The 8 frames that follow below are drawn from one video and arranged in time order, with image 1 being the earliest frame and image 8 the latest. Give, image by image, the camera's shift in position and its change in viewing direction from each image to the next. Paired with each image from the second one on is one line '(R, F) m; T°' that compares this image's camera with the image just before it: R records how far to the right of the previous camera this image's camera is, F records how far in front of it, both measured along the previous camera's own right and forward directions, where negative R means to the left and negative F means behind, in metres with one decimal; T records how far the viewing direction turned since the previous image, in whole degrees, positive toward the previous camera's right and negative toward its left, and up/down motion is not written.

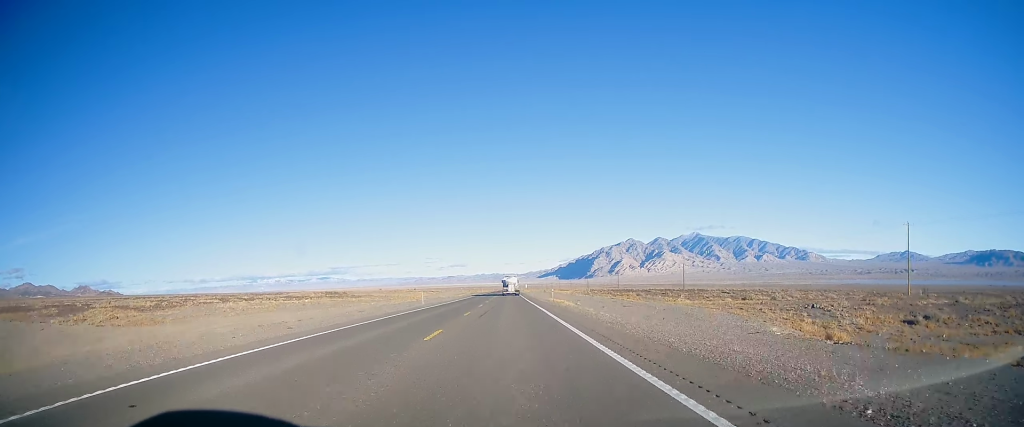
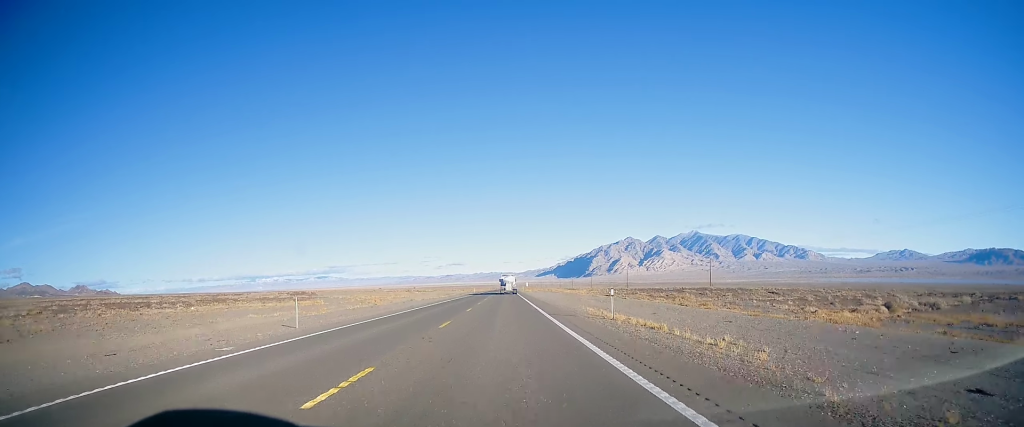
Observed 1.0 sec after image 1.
(+0.1, +31.8) m; 0°
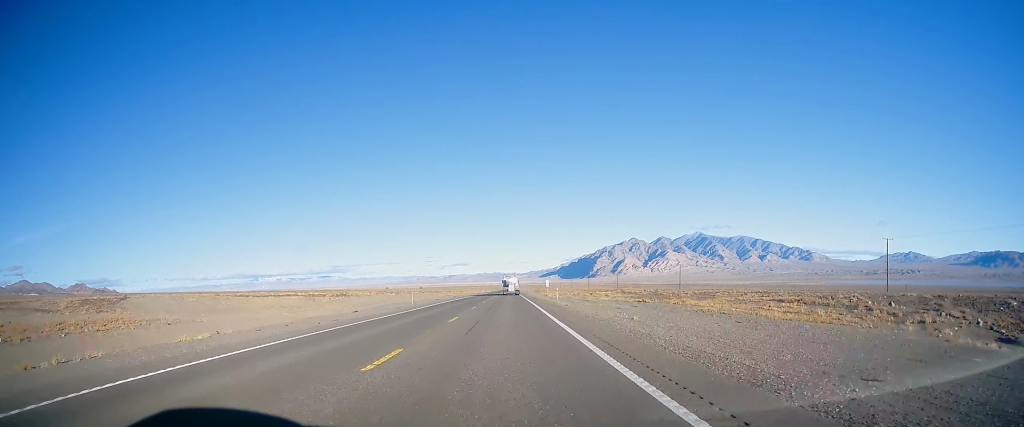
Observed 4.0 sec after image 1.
(0.0, +93.8) m; +1°
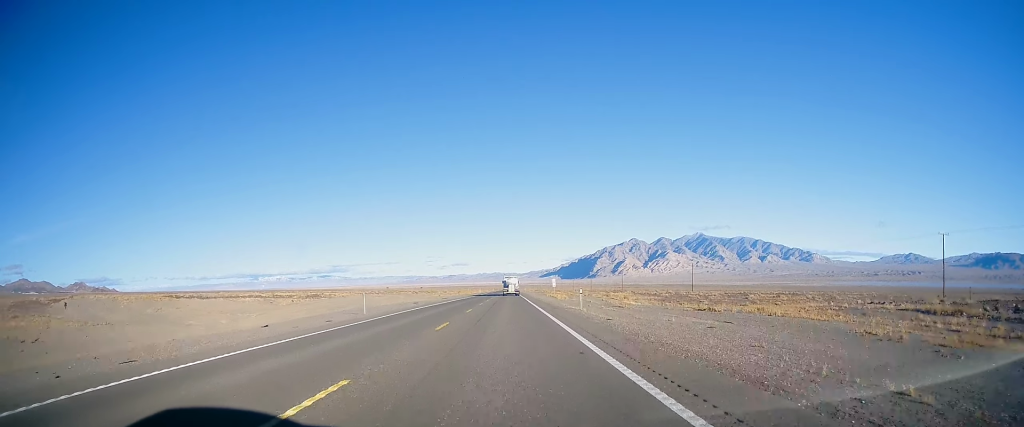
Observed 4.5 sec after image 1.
(+0.2, +15.9) m; 0°
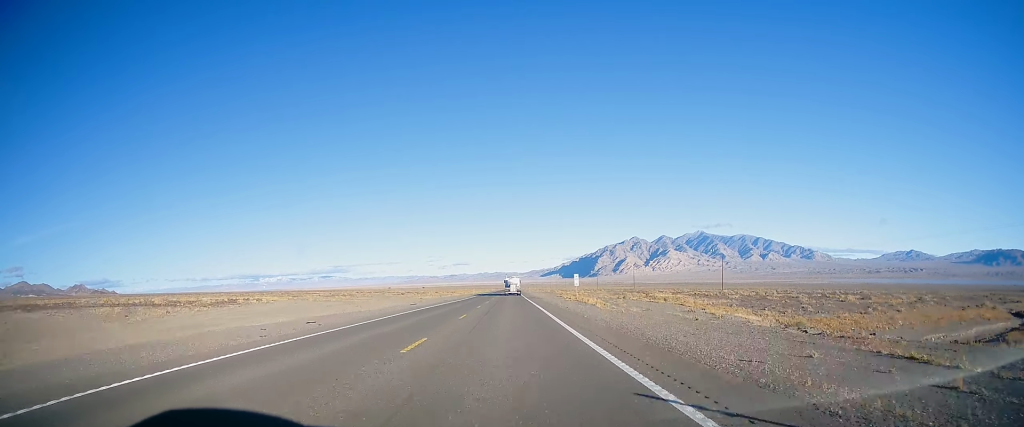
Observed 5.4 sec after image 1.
(-0.5, +30.0) m; -1°
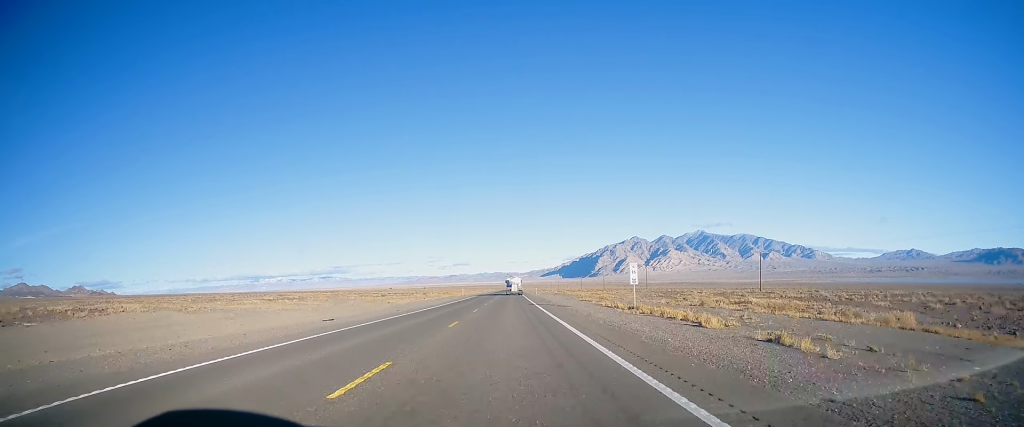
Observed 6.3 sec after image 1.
(-0.2, +28.6) m; 0°
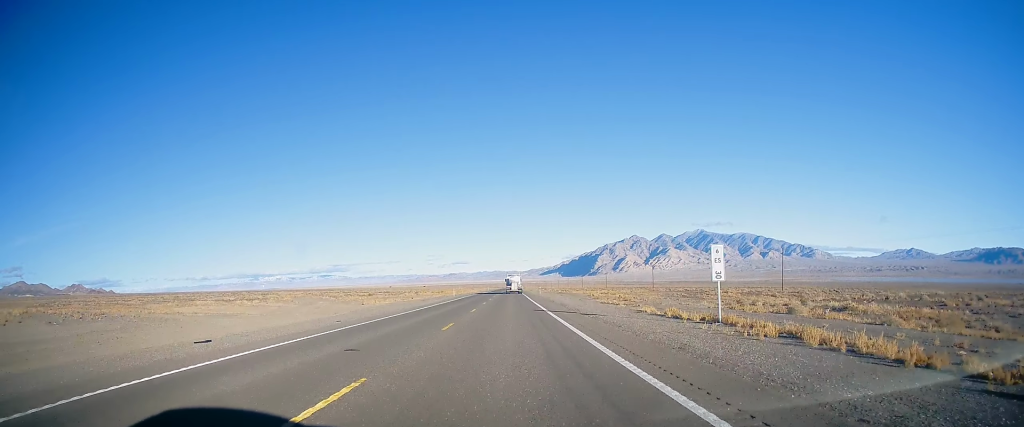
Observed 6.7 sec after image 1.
(+0.1, +13.8) m; 0°
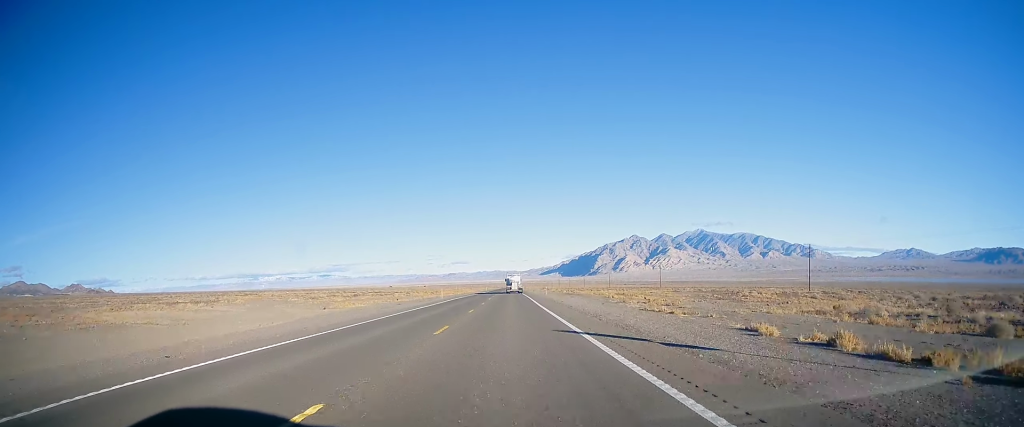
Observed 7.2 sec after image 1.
(+0.1, +13.9) m; 0°
